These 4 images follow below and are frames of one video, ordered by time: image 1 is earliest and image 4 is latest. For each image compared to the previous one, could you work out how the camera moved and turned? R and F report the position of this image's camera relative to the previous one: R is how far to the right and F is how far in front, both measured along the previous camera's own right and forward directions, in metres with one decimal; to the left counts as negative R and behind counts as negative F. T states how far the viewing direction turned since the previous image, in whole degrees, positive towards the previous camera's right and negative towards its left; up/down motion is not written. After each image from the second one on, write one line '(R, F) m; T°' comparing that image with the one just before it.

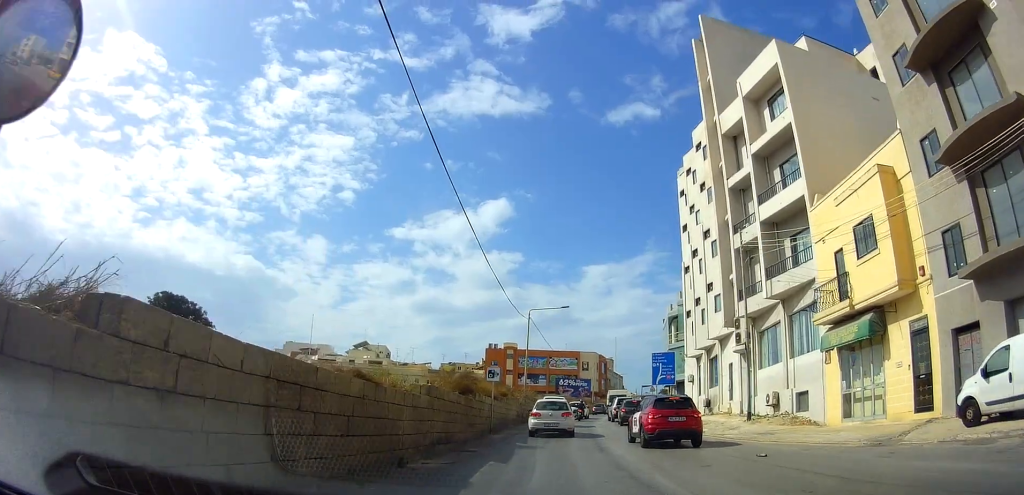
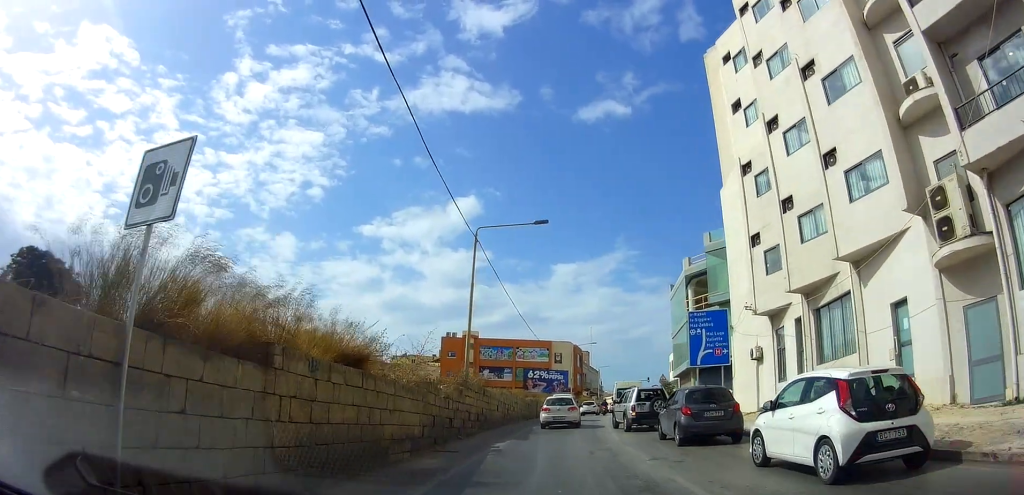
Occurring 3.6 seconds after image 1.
(-2.0, +18.2) m; -2°
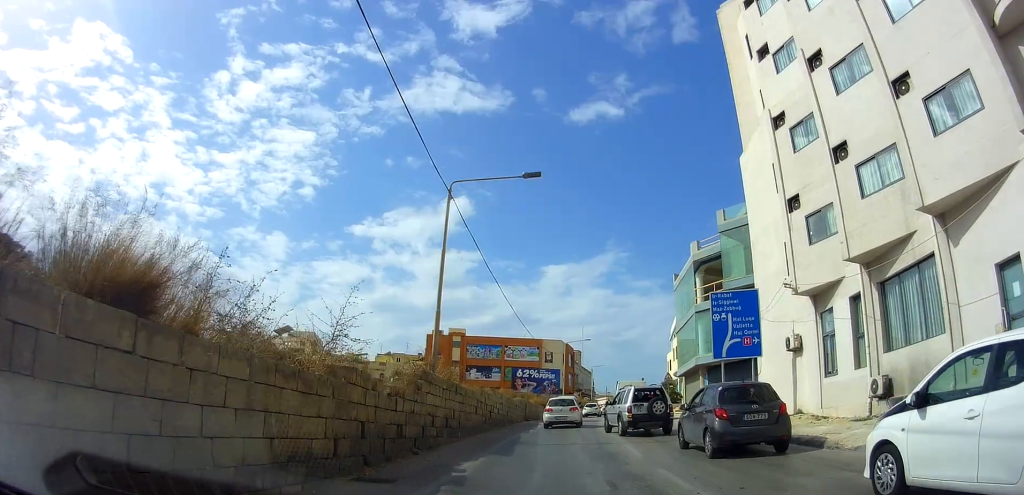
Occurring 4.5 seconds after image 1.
(+0.6, +5.0) m; -1°
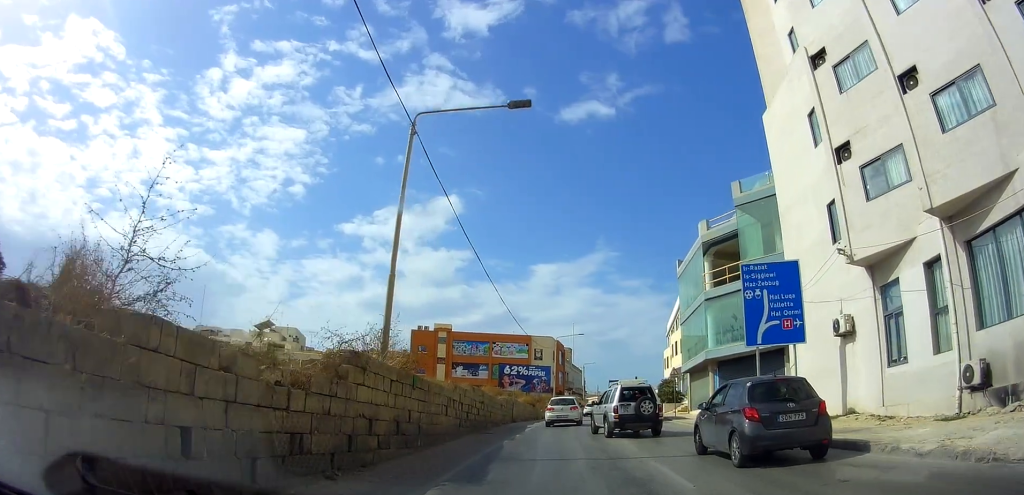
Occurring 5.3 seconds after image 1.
(-0.4, +4.5) m; 0°
